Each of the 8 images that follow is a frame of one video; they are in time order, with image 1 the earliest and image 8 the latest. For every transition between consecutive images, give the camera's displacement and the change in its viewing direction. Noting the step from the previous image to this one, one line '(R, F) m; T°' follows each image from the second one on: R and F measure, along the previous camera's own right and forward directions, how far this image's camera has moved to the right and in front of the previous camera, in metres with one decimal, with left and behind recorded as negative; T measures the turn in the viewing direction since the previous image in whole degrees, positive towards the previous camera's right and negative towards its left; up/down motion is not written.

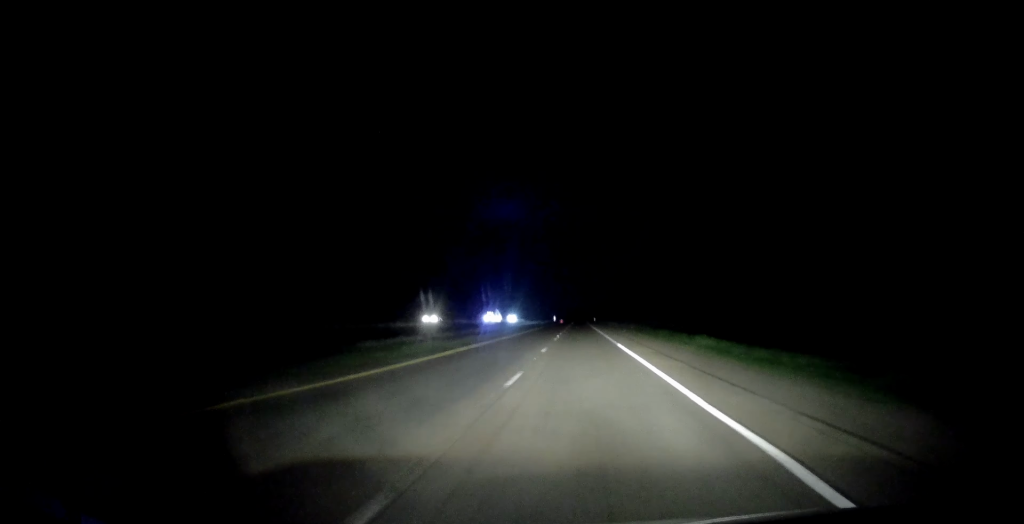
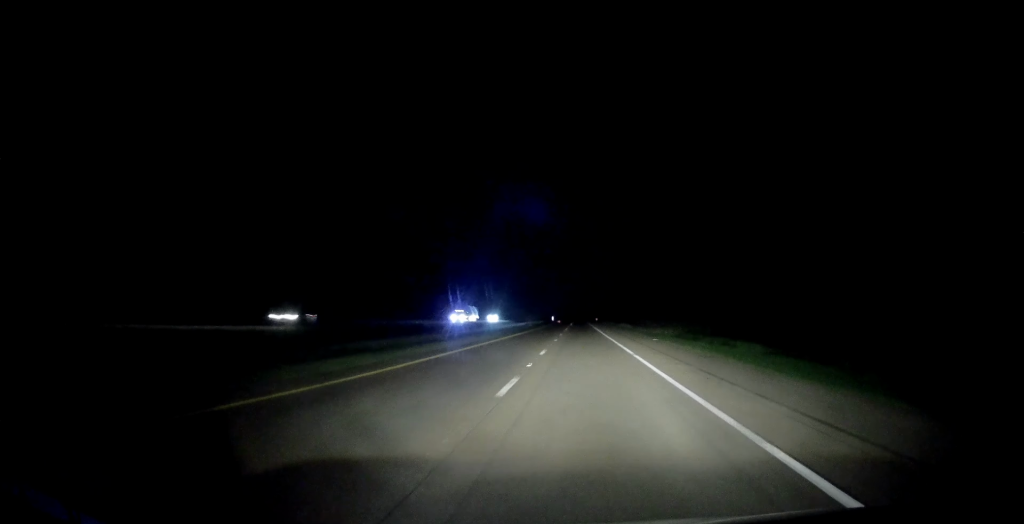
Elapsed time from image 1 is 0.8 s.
(+0.2, +25.8) m; 0°
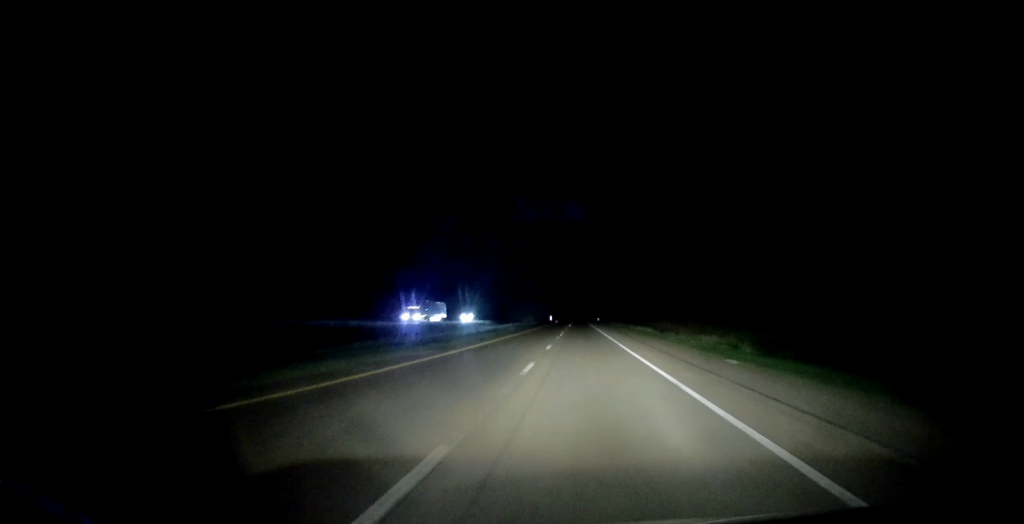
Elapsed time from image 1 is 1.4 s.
(0.0, +20.1) m; 0°
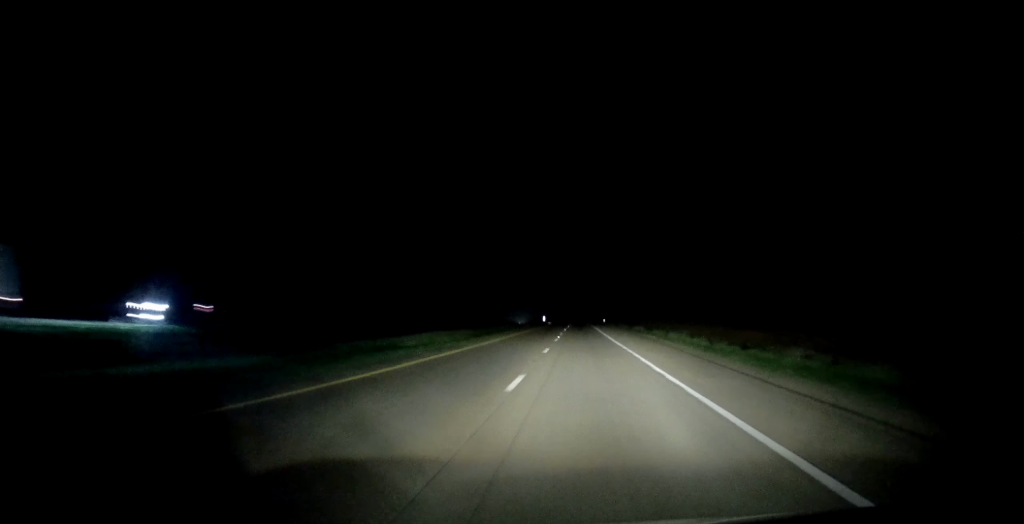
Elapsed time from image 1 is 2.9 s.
(+0.1, +51.1) m; 0°
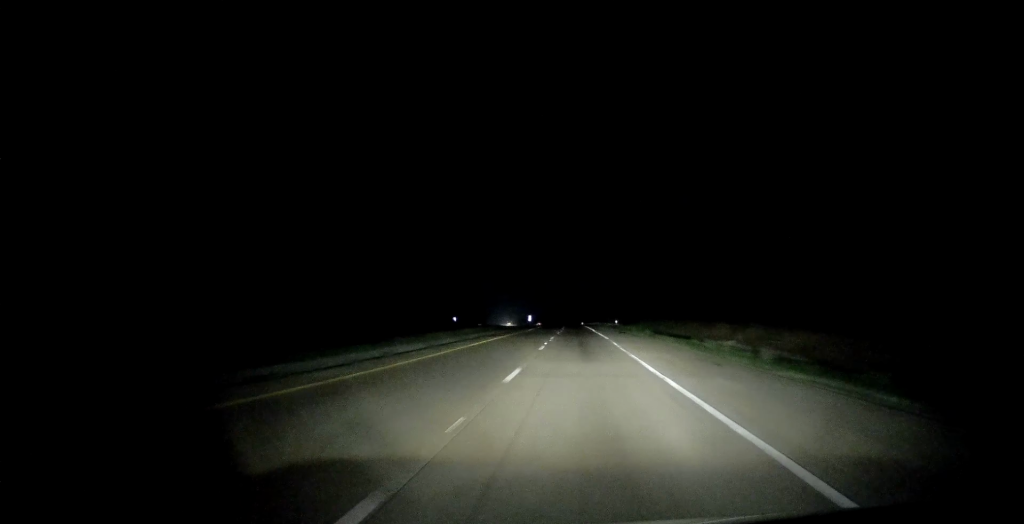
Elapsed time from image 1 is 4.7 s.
(-0.1, +58.2) m; 0°
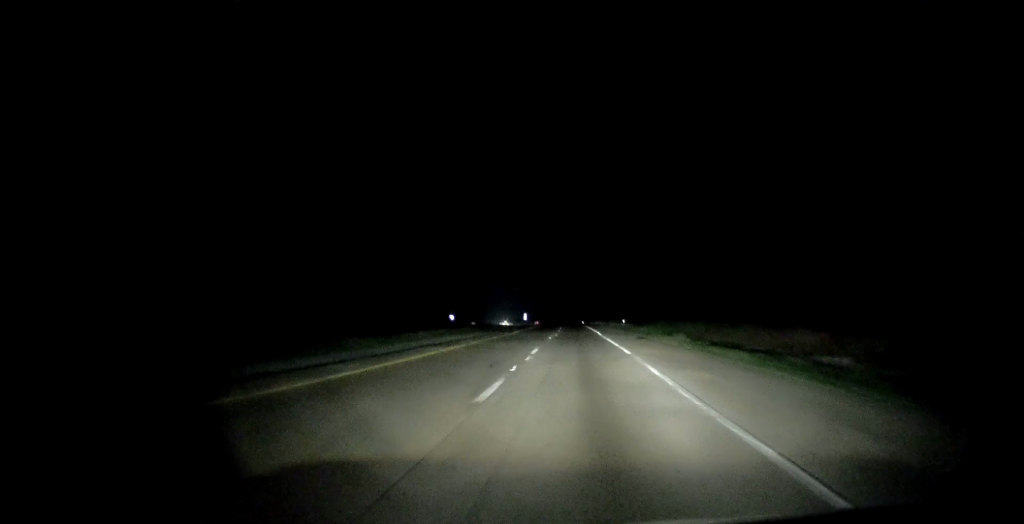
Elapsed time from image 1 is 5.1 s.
(0.0, +15.2) m; 0°
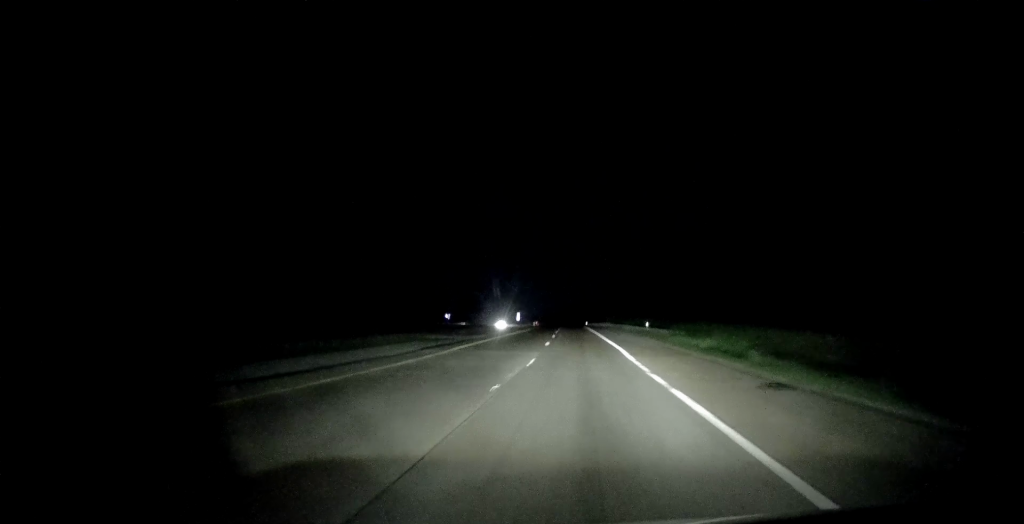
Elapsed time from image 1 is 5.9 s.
(0.0, +24.4) m; 0°
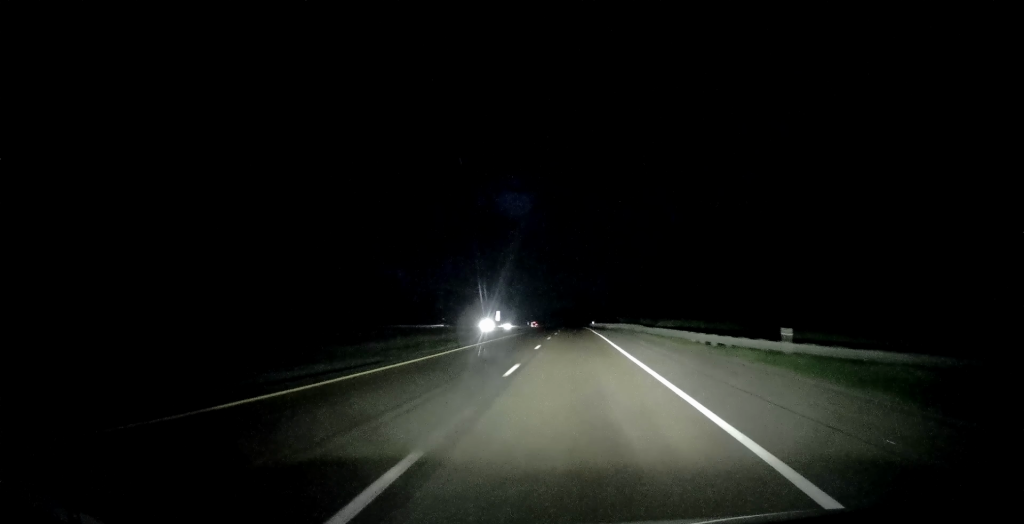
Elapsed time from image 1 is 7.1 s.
(-0.3, +35.3) m; 0°
